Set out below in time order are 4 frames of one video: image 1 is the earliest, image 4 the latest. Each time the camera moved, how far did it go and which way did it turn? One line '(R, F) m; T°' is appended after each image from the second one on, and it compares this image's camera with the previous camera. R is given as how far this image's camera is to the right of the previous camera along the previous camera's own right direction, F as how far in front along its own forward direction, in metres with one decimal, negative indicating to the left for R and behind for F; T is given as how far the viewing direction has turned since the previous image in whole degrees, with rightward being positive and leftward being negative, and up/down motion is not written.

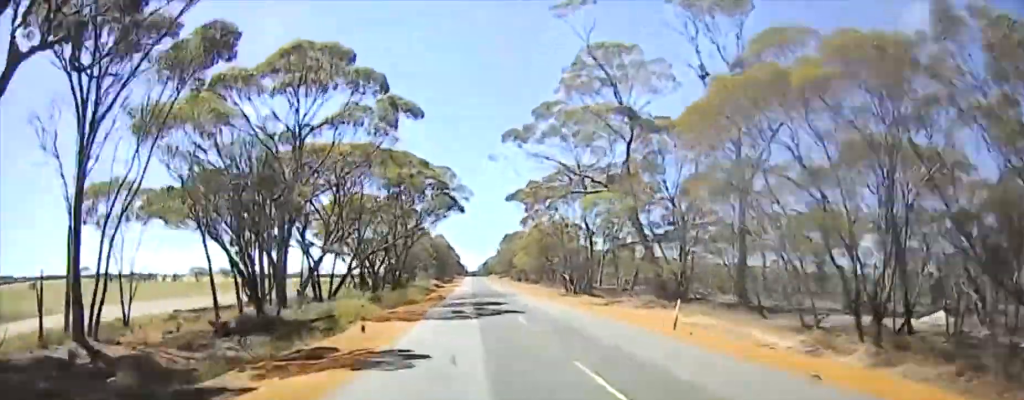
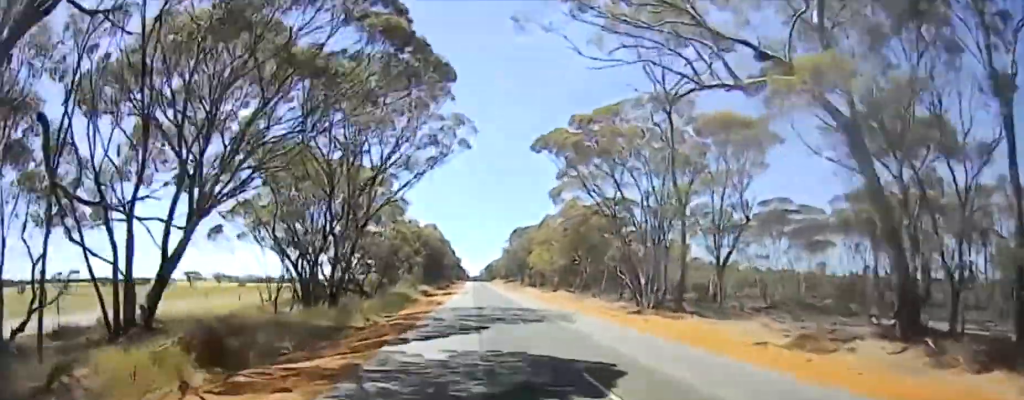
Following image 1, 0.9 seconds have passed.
(0.0, +27.4) m; 0°
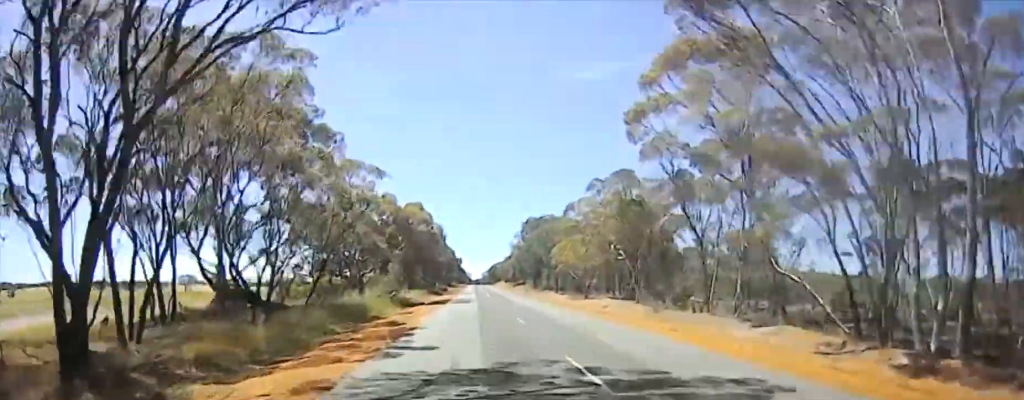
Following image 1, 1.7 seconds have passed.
(+0.1, +25.9) m; -1°
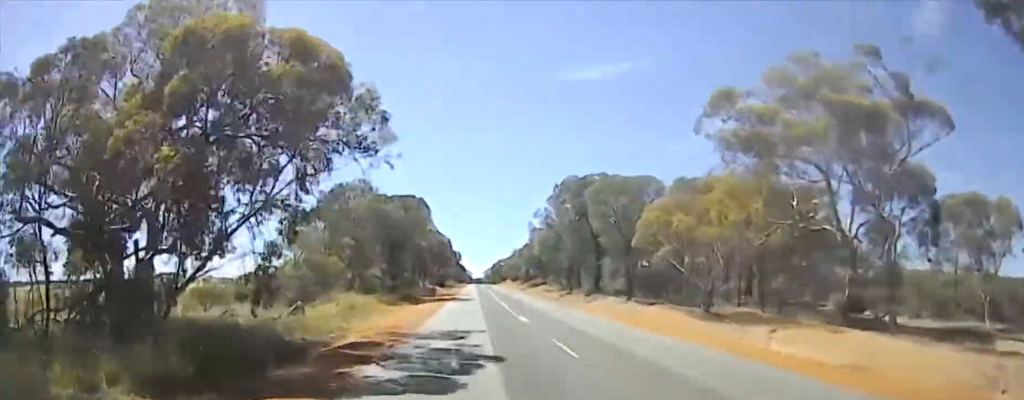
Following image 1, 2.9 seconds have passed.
(-0.7, +42.3) m; -1°
